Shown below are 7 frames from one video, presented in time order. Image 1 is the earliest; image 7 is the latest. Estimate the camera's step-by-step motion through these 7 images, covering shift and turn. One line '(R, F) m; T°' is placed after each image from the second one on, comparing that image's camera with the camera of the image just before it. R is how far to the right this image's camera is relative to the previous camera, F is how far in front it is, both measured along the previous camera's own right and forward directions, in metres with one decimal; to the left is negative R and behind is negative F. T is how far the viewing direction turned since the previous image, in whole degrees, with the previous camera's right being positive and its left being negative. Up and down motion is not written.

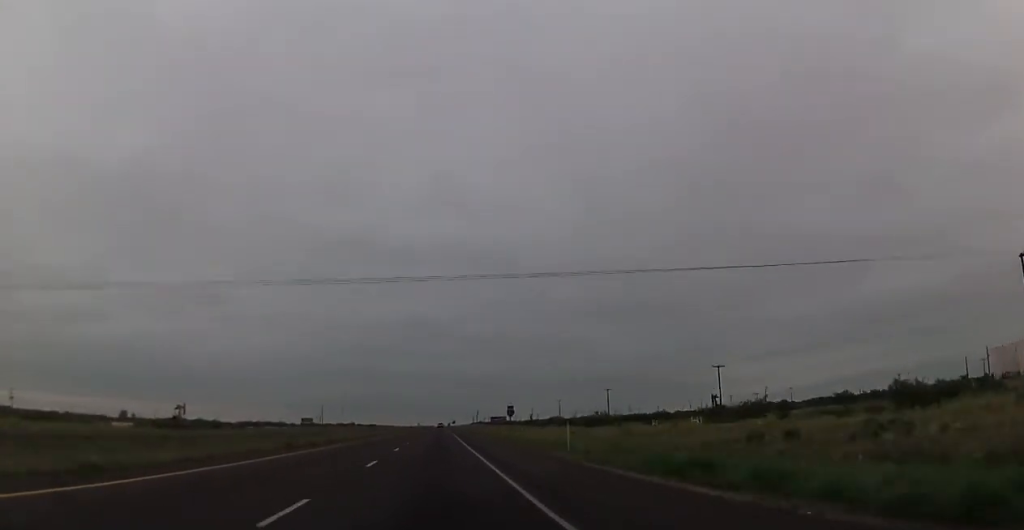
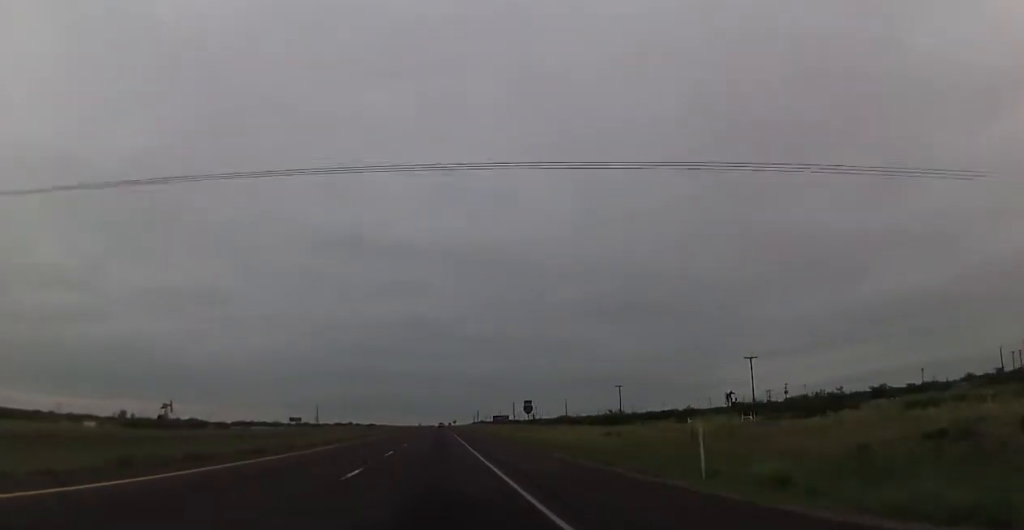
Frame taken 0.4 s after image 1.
(-0.1, +16.1) m; 0°
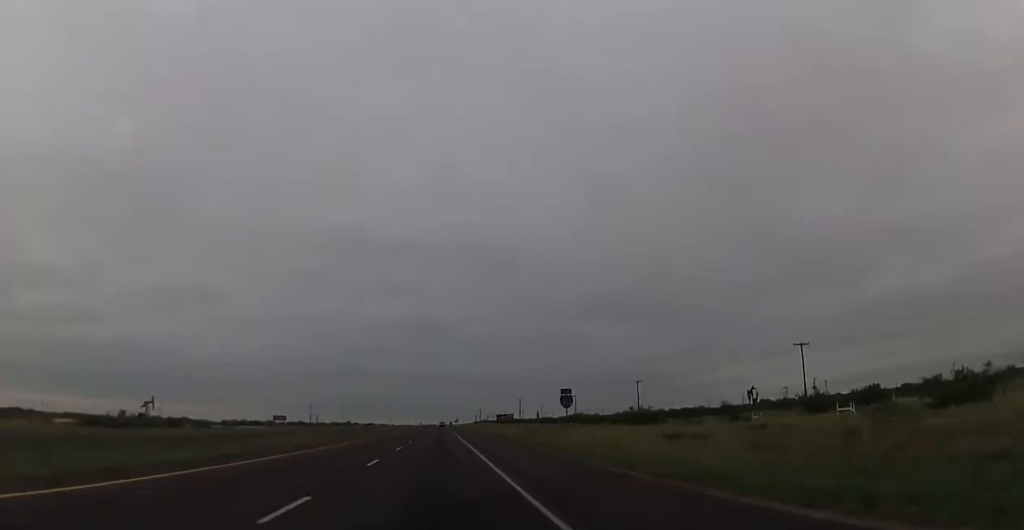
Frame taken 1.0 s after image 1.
(0.0, +19.9) m; 0°
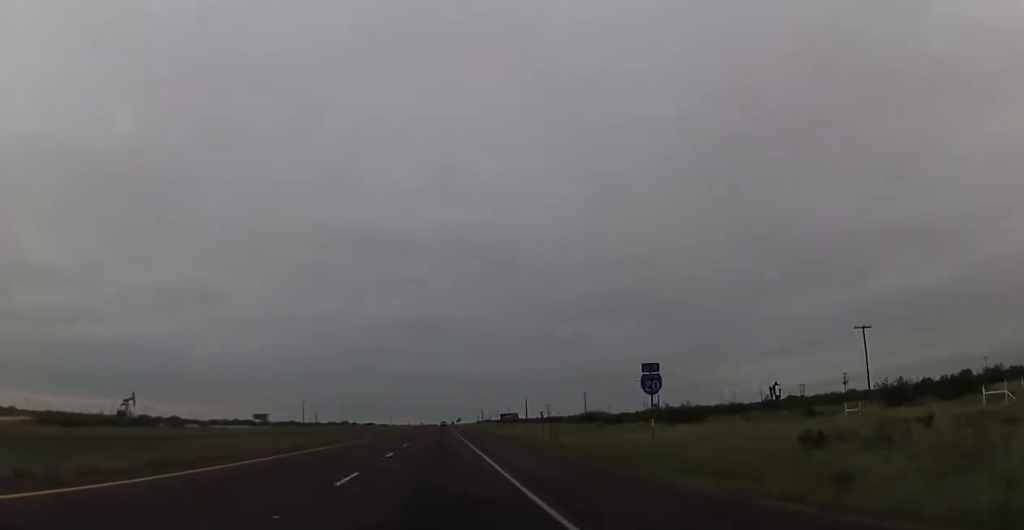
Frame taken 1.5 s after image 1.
(+0.1, +18.6) m; 0°
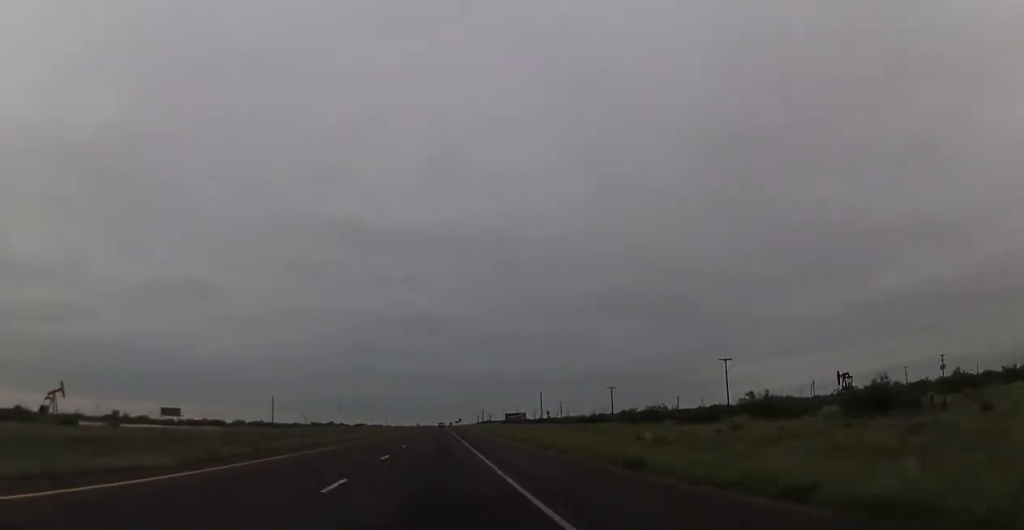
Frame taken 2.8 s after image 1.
(-0.2, +49.6) m; -1°
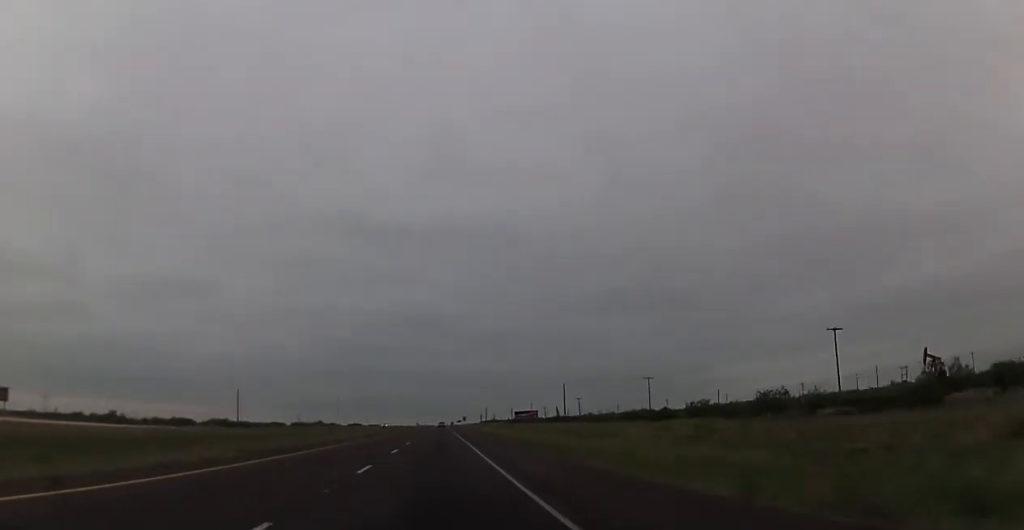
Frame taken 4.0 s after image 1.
(-0.2, +43.4) m; 0°
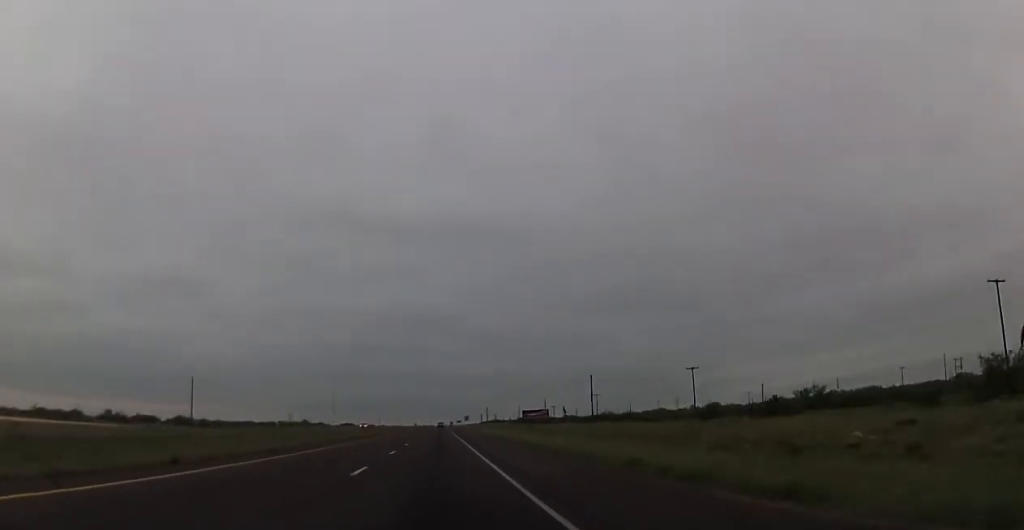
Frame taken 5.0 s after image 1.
(+0.4, +37.2) m; +1°
